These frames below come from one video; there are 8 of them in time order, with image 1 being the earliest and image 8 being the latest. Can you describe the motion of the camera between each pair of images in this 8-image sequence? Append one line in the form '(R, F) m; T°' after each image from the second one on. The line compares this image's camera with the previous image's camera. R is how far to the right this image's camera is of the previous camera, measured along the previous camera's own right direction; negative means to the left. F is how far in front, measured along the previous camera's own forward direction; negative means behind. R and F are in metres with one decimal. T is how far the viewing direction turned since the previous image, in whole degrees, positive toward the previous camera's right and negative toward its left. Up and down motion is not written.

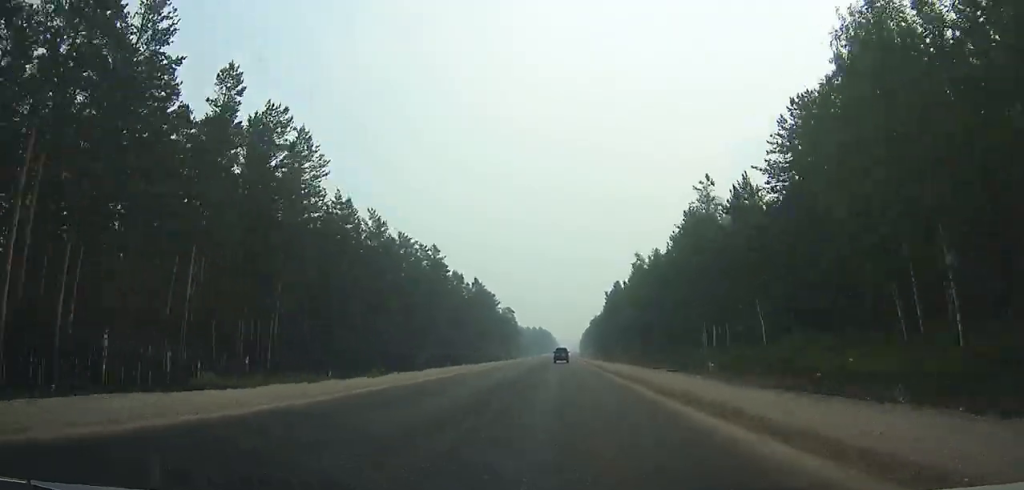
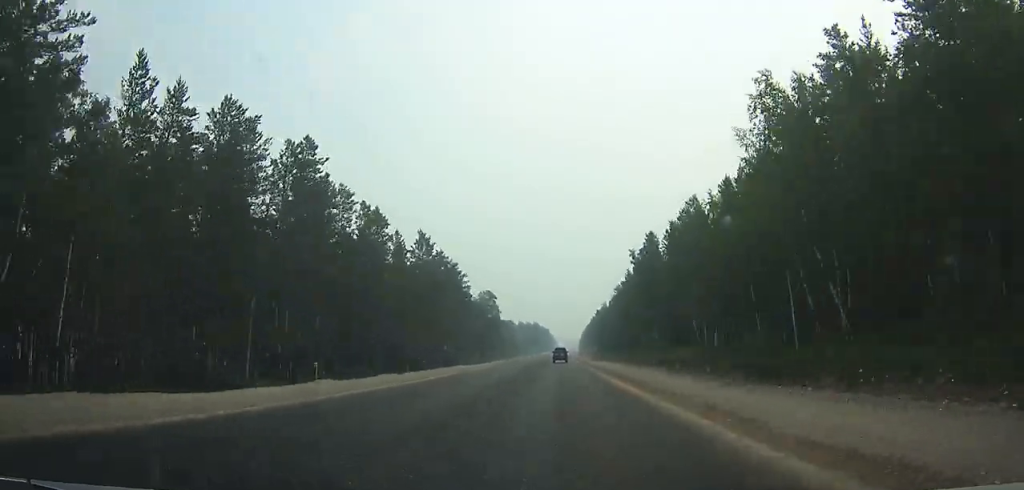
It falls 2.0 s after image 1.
(+0.1, +50.6) m; 0°
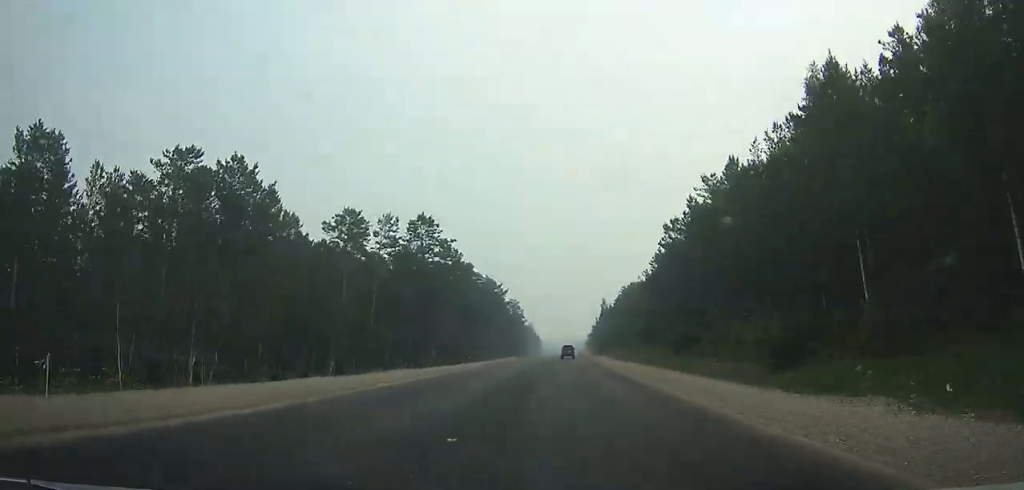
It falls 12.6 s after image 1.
(+1.7, +257.5) m; +2°
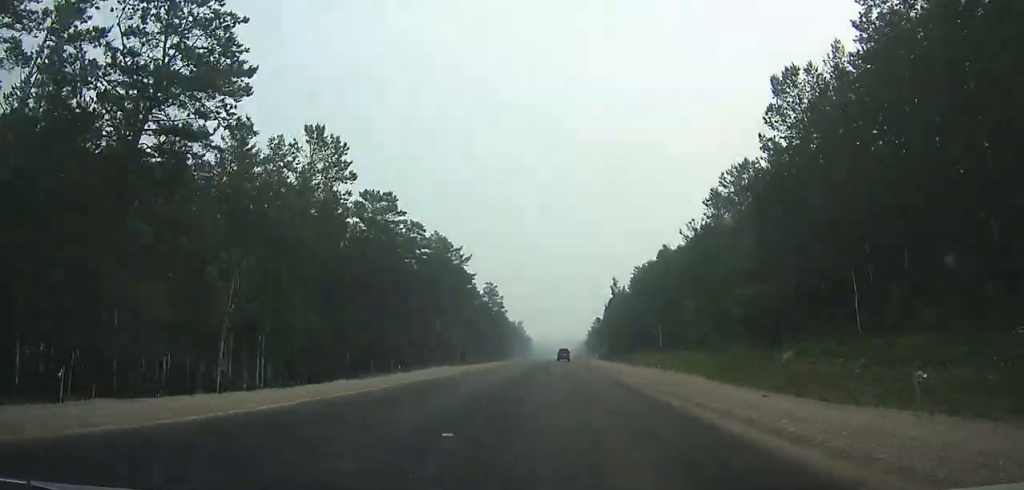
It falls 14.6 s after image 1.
(+0.1, +47.4) m; 0°
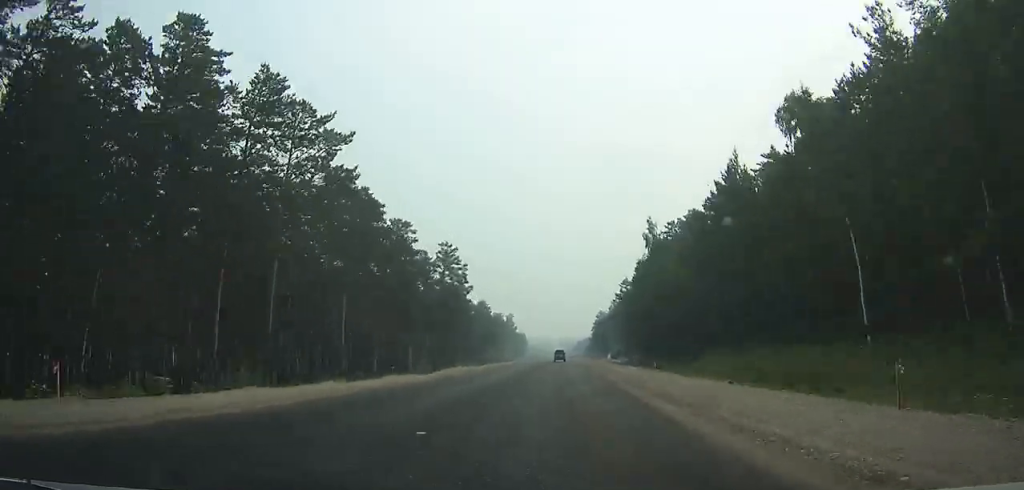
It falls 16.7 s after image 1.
(+0.3, +52.3) m; 0°
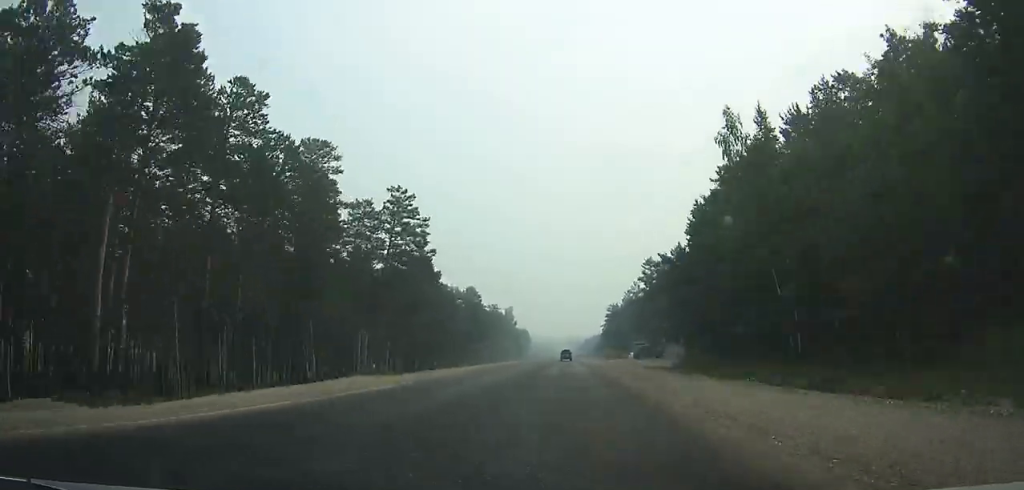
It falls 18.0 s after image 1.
(+0.1, +32.8) m; 0°
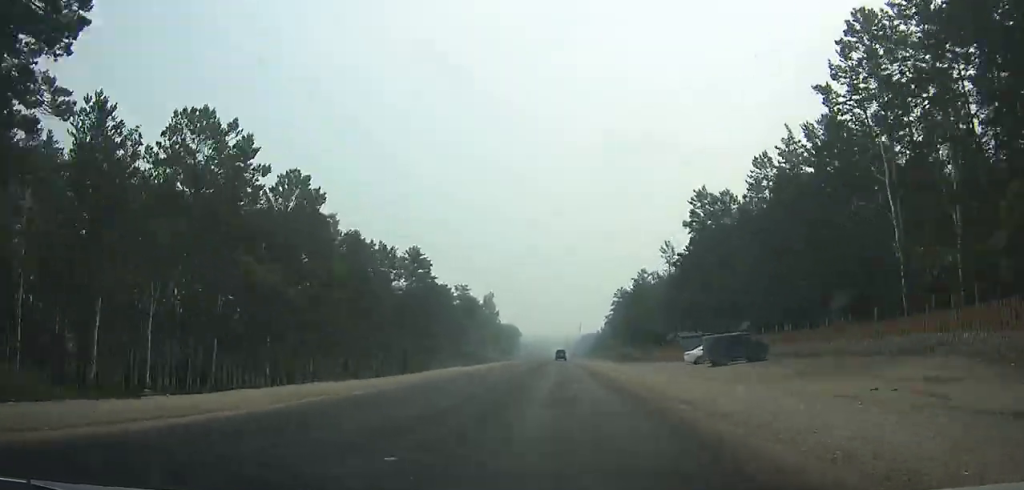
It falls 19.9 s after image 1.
(-0.1, +48.8) m; 0°
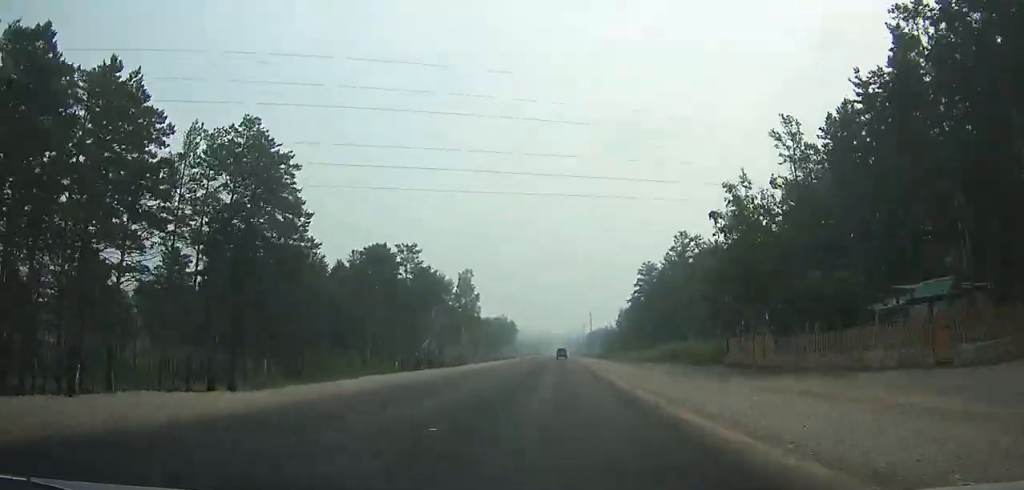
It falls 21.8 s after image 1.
(-0.1, +49.0) m; 0°
